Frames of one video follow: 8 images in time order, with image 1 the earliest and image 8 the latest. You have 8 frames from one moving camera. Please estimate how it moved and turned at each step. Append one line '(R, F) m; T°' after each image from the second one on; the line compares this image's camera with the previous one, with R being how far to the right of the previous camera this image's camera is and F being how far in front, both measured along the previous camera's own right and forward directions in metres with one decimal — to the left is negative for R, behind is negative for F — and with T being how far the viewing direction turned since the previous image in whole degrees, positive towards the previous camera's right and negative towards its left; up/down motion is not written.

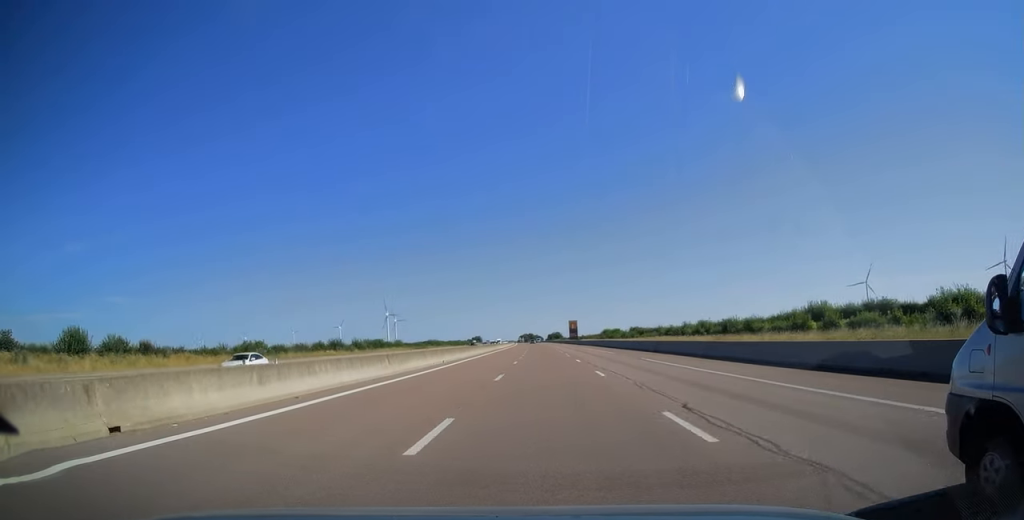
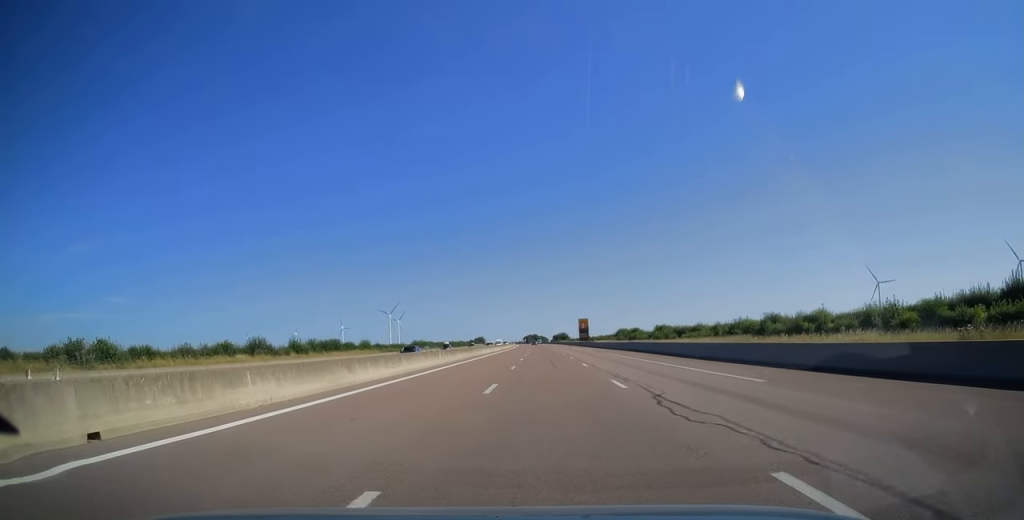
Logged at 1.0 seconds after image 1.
(-0.2, +30.8) m; -1°
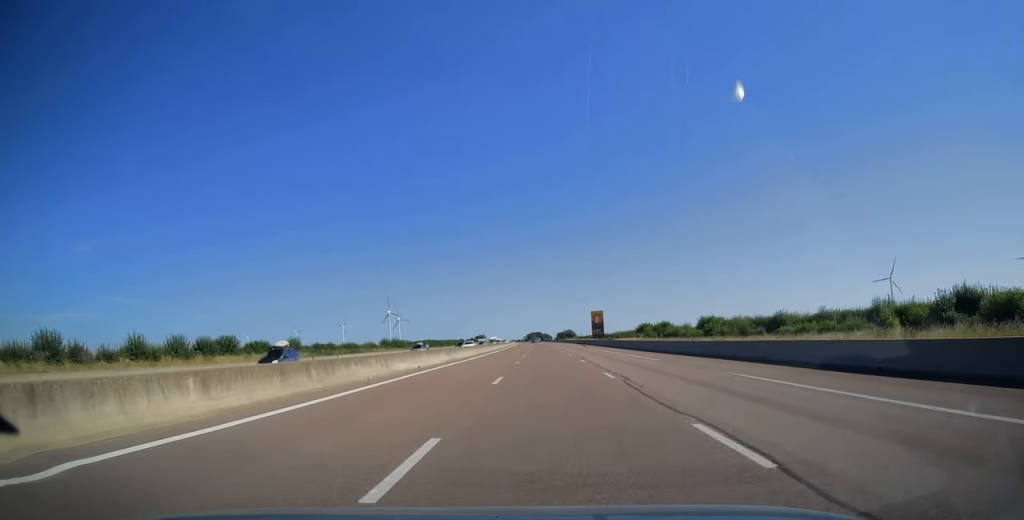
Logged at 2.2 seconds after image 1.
(-0.1, +36.4) m; 0°
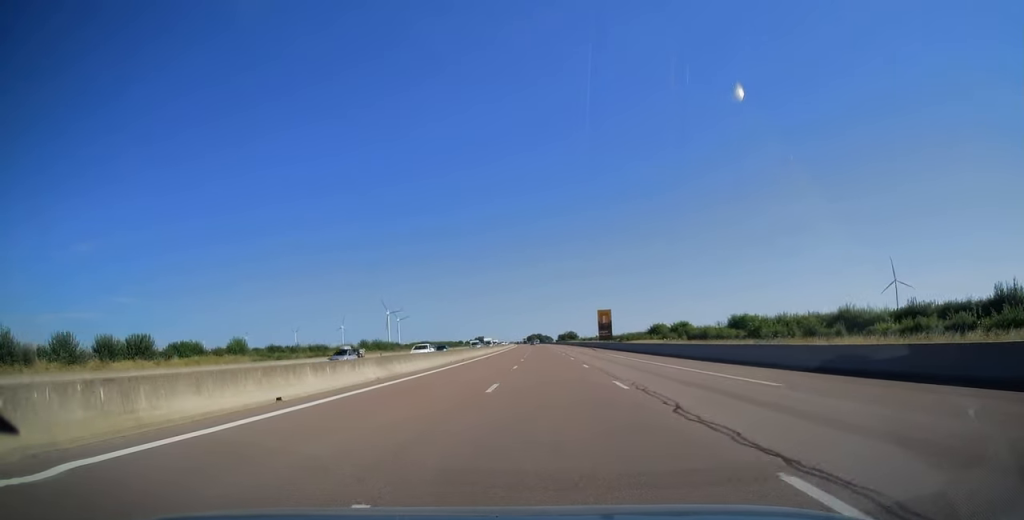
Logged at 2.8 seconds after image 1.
(0.0, +16.1) m; 0°
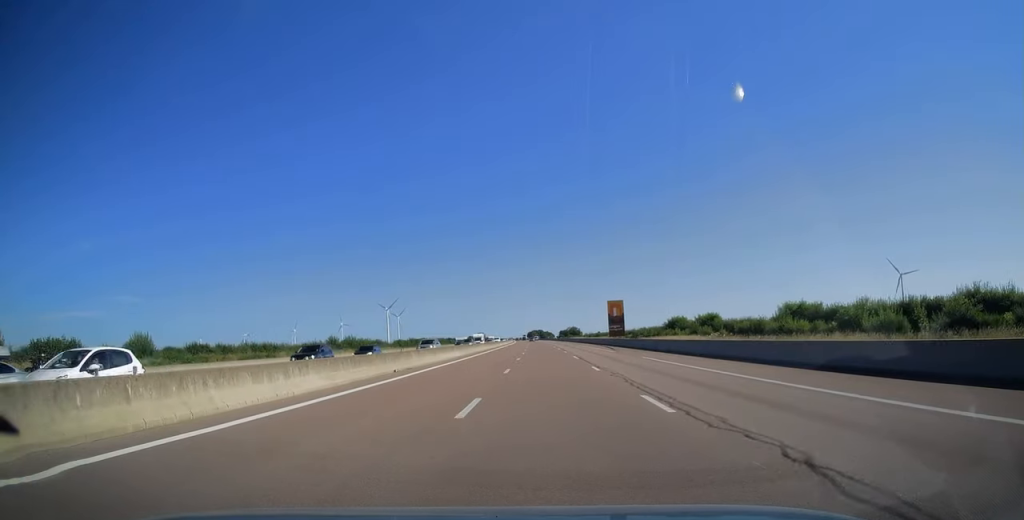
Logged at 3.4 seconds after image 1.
(0.0, +18.6) m; 0°
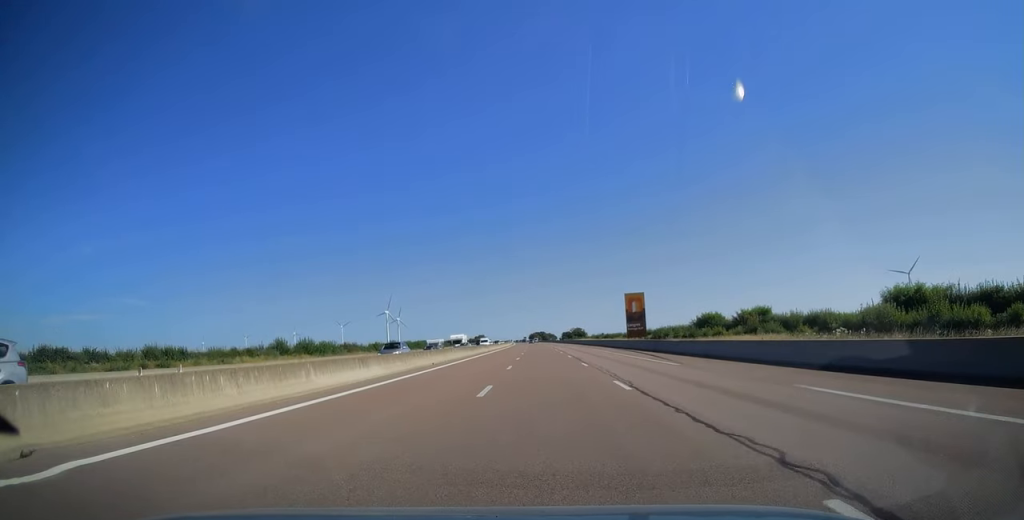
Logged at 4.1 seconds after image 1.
(0.0, +21.7) m; 0°
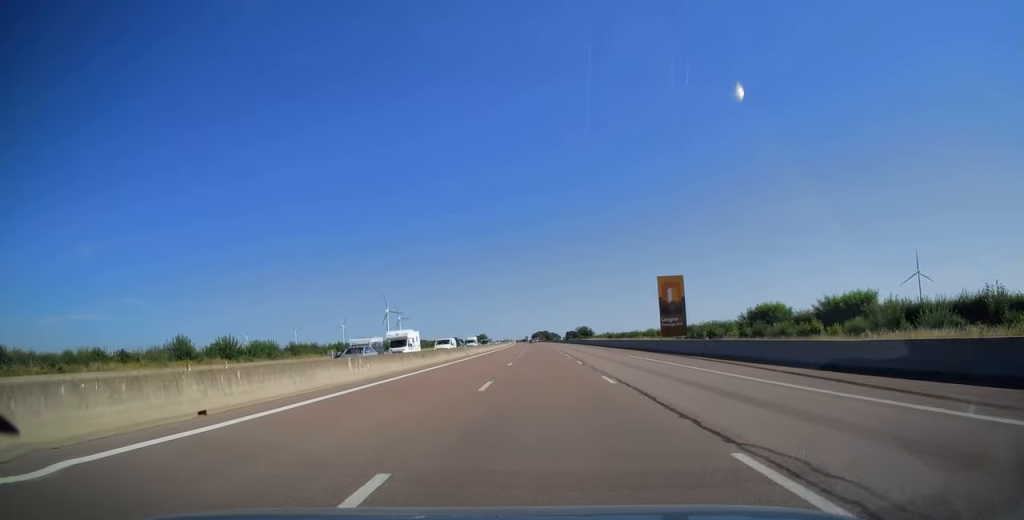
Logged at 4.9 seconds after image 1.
(-0.1, +24.2) m; 0°
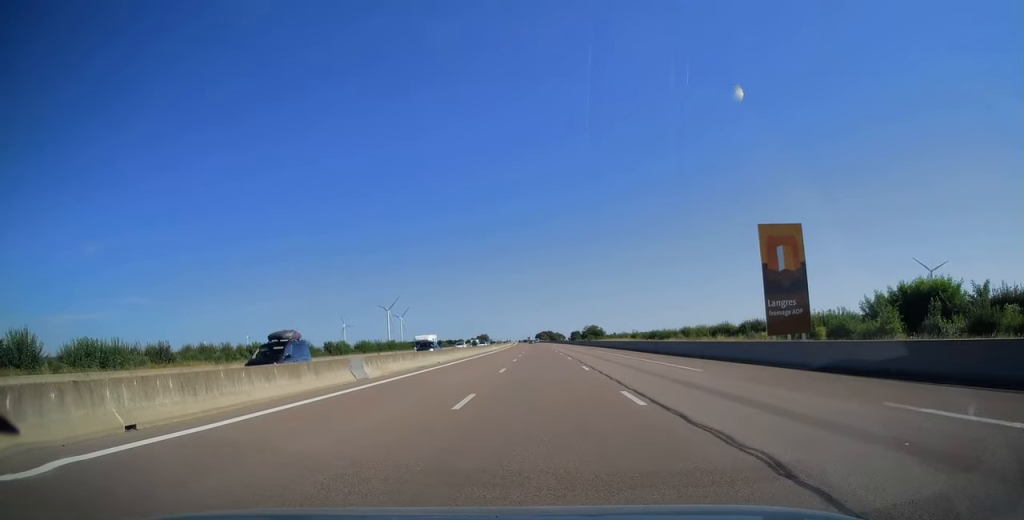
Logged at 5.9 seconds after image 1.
(0.0, +31.2) m; 0°
